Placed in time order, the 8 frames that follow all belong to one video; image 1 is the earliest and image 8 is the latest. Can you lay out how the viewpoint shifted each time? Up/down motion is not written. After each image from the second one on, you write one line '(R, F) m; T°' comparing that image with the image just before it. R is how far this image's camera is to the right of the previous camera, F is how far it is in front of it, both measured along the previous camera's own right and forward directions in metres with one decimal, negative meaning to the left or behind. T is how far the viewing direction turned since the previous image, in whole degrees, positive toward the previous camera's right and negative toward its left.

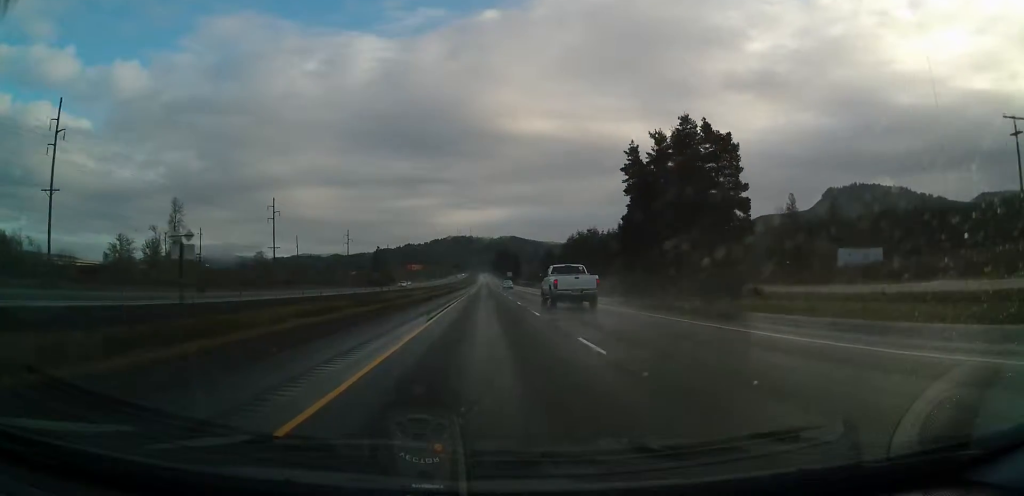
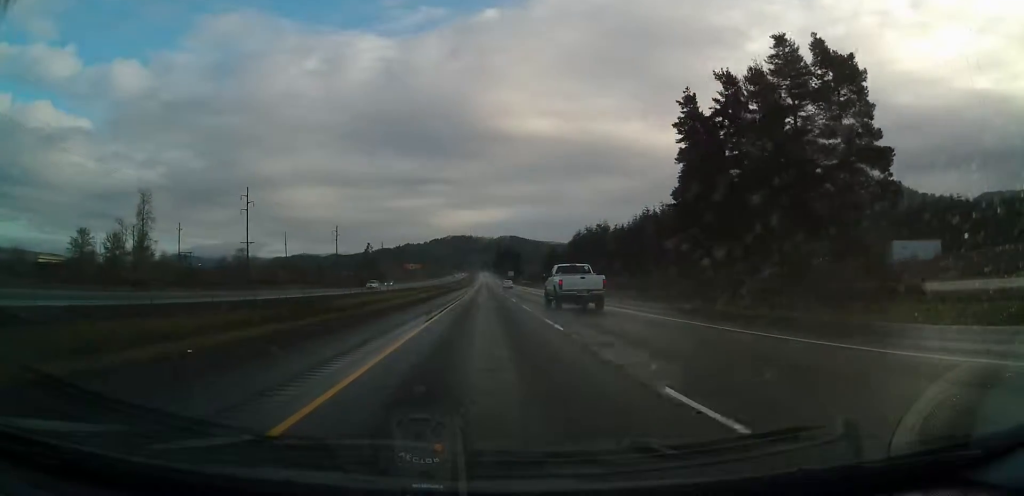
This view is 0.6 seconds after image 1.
(0.0, +18.6) m; 0°
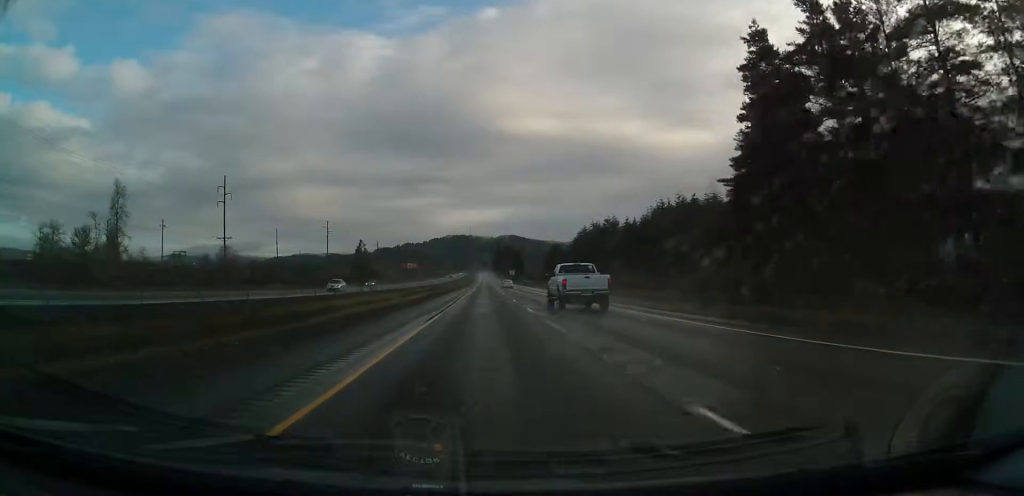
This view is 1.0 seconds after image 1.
(0.0, +13.1) m; 0°
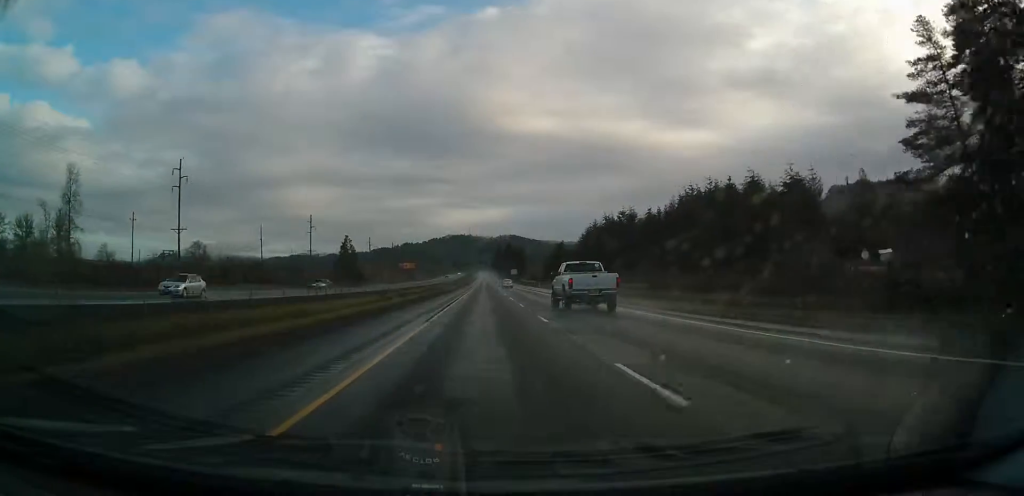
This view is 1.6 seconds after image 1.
(0.0, +20.8) m; 0°
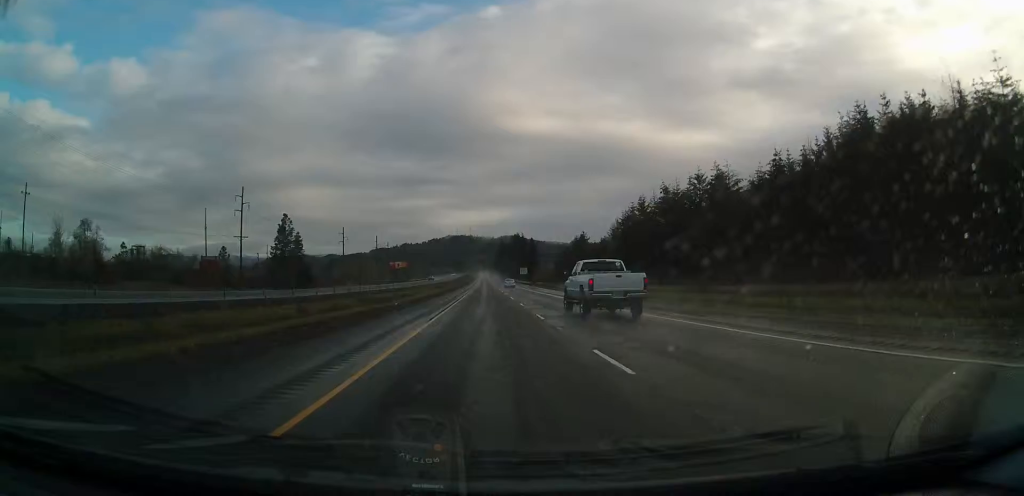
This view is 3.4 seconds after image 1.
(+0.1, +58.1) m; 0°
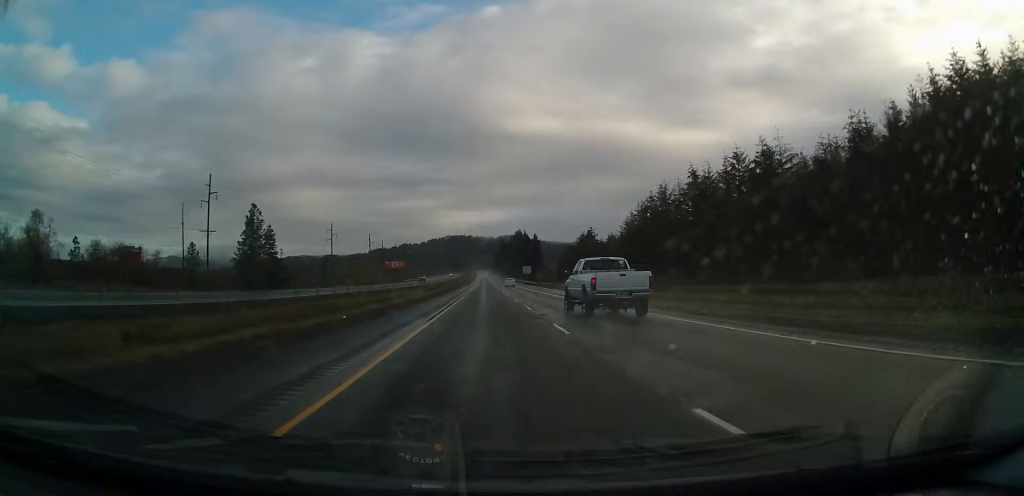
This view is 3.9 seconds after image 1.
(+0.1, +17.6) m; 0°
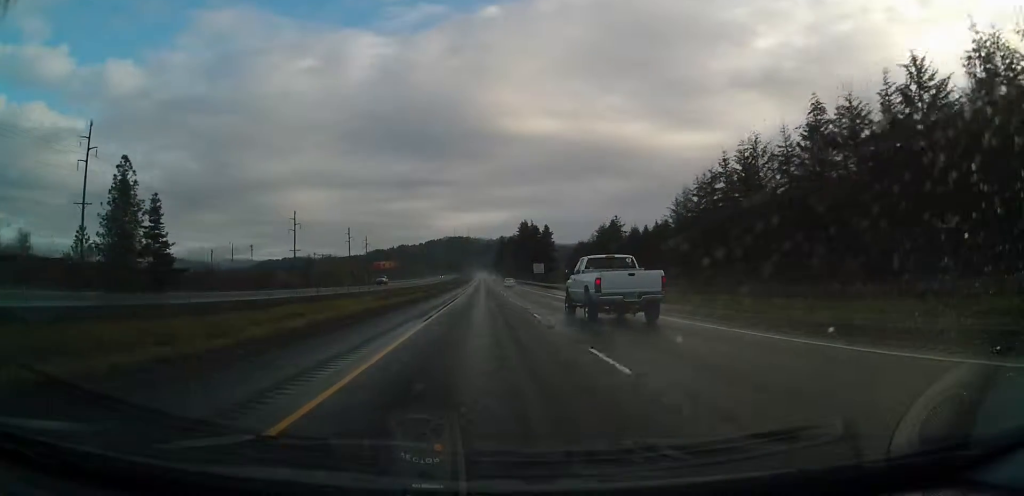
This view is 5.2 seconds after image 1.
(-0.2, +42.8) m; 0°
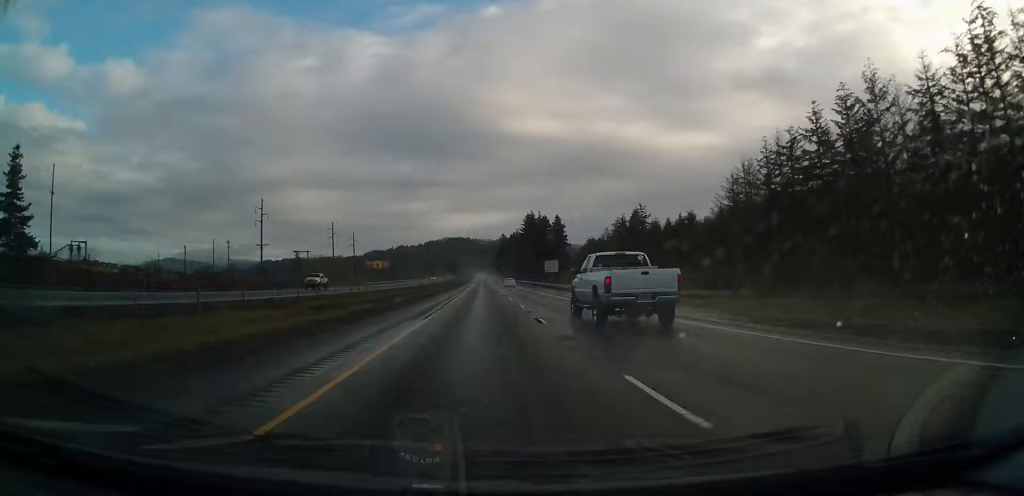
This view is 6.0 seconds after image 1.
(+0.1, +27.3) m; 0°
